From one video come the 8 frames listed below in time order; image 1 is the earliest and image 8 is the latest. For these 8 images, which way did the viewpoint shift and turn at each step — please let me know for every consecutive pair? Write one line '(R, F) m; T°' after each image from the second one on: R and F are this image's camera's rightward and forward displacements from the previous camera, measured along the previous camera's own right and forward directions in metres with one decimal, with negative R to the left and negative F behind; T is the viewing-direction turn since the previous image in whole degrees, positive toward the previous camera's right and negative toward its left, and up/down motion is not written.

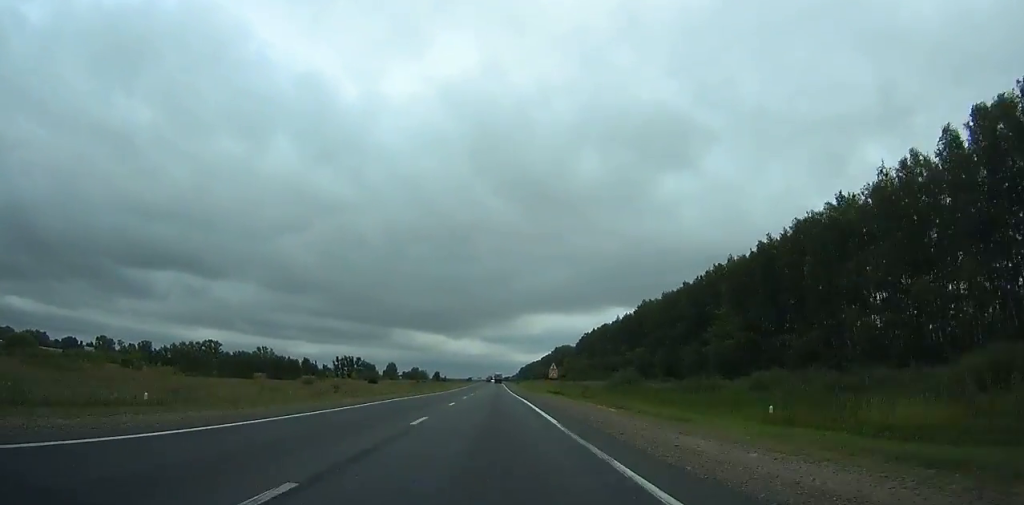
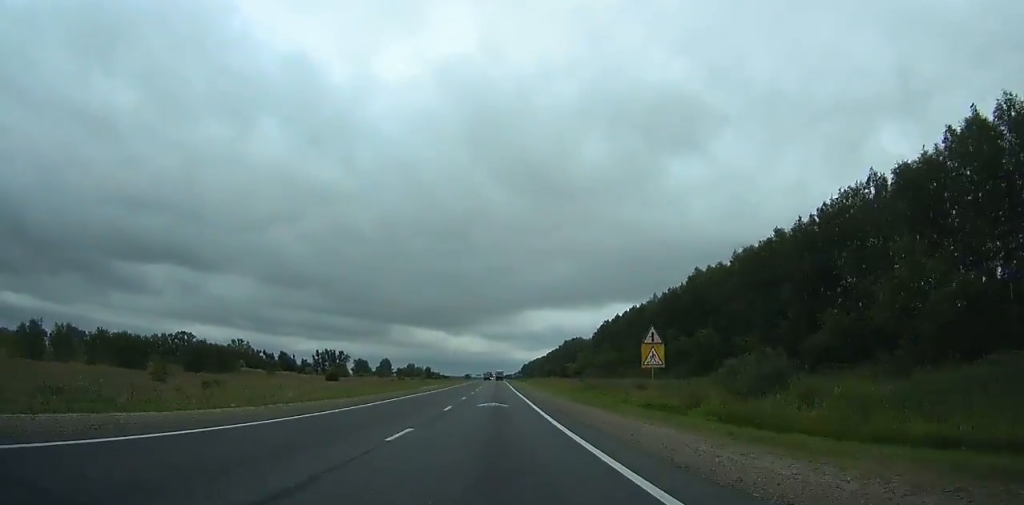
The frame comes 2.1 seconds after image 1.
(0.0, +51.8) m; 0°
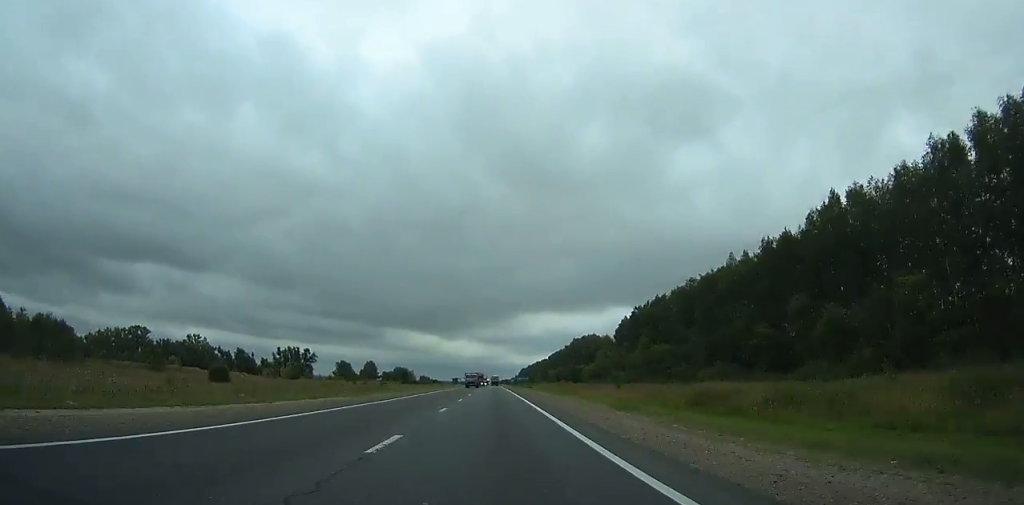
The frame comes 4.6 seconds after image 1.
(+0.2, +62.2) m; +1°
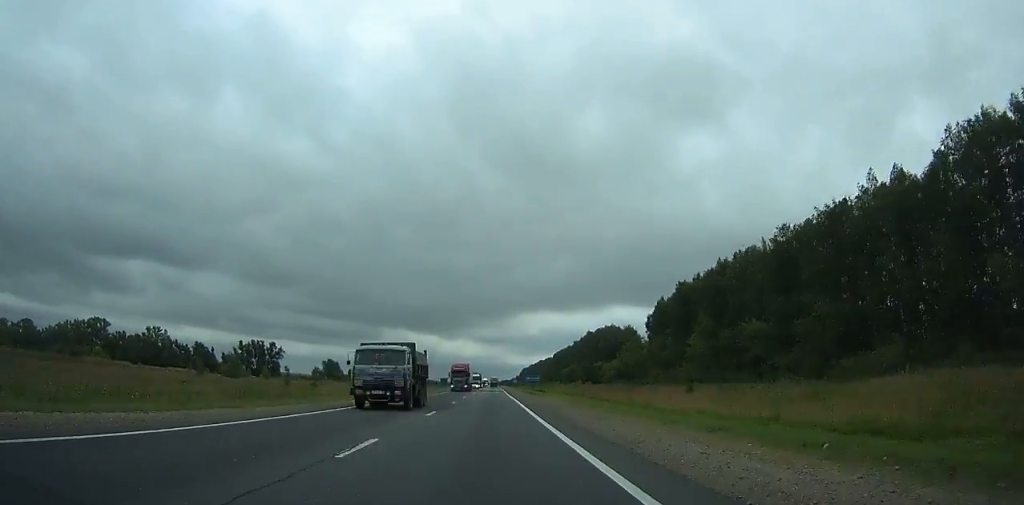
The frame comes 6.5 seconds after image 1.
(+1.1, +47.8) m; 0°
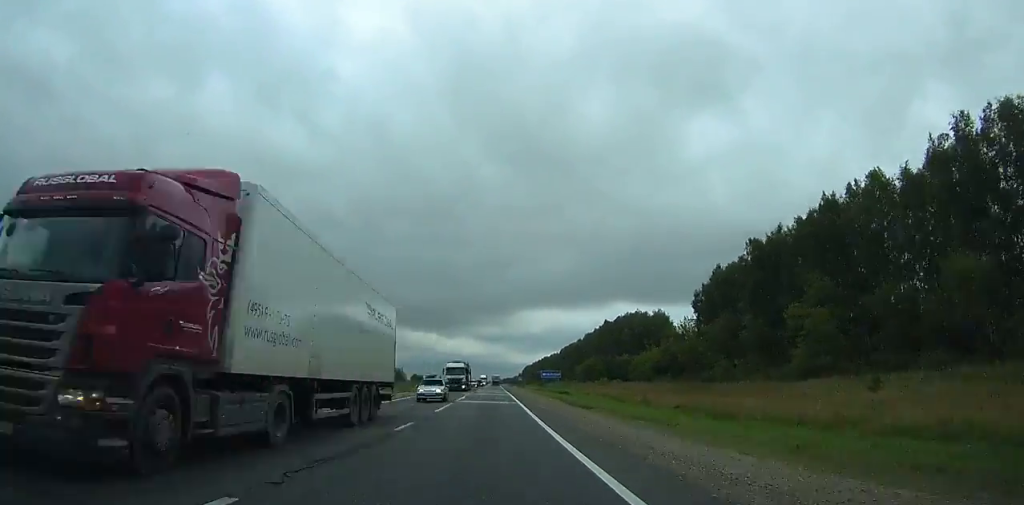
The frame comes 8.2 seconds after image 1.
(-0.6, +43.1) m; 0°
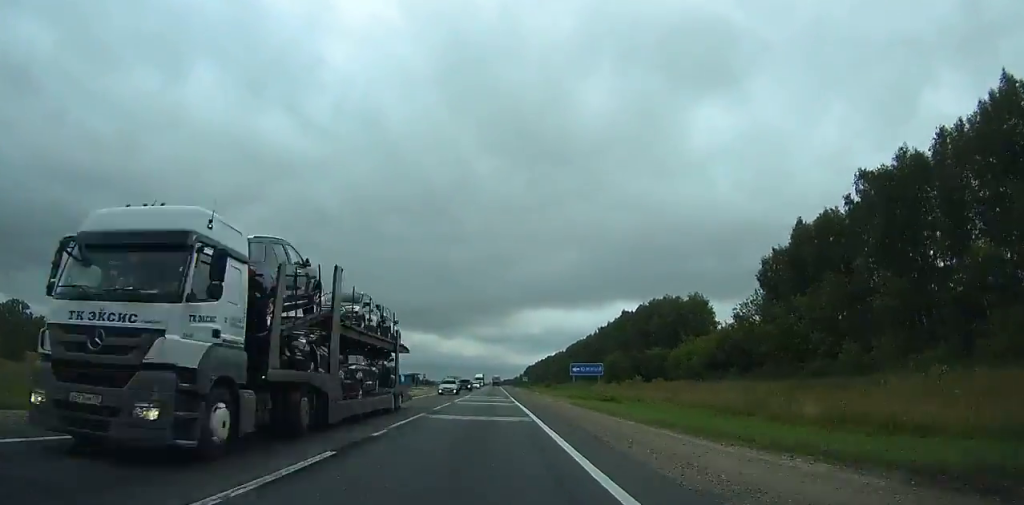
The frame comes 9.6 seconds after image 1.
(-1.0, +35.7) m; 0°
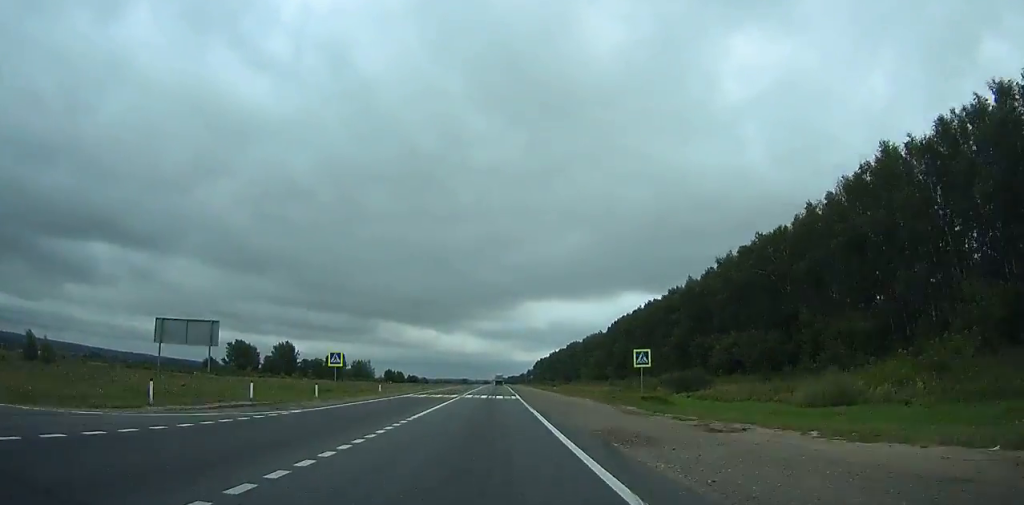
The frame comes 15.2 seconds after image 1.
(-0.6, +144.0) m; -1°
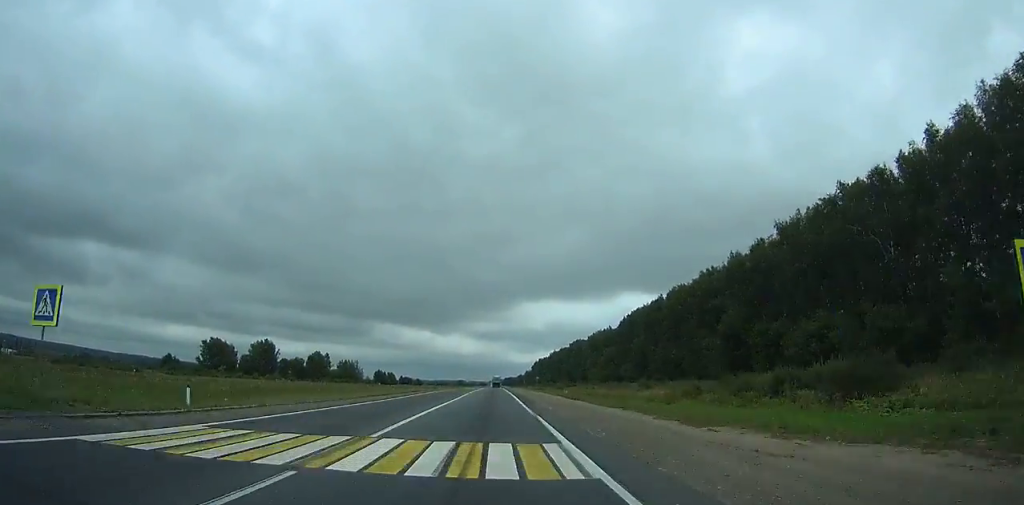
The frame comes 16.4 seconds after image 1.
(-0.3, +30.9) m; 0°
